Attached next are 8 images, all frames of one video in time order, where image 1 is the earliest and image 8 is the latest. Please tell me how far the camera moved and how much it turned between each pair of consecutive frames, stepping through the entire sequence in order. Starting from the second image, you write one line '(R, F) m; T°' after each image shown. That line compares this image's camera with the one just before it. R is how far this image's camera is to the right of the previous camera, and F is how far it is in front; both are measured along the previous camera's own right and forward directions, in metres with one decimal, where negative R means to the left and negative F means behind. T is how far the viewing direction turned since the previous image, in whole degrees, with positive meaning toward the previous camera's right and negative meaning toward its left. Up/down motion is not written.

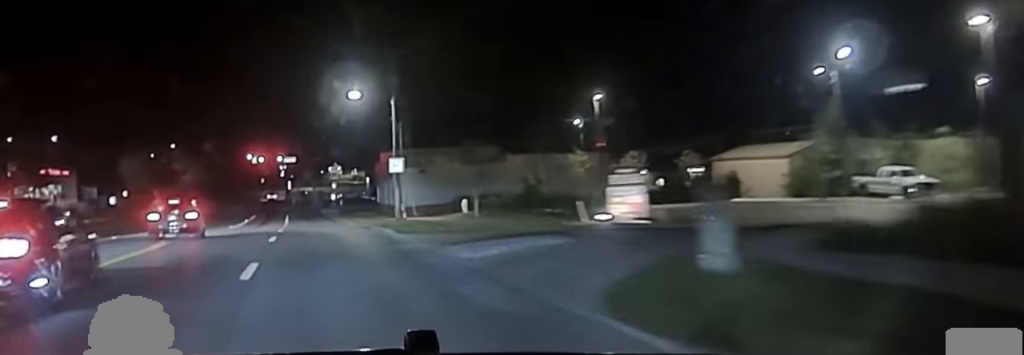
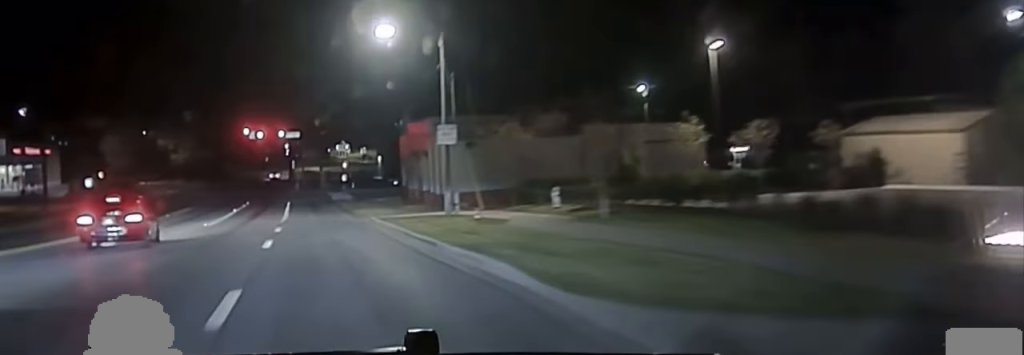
(0.0, +15.8) m; 0°
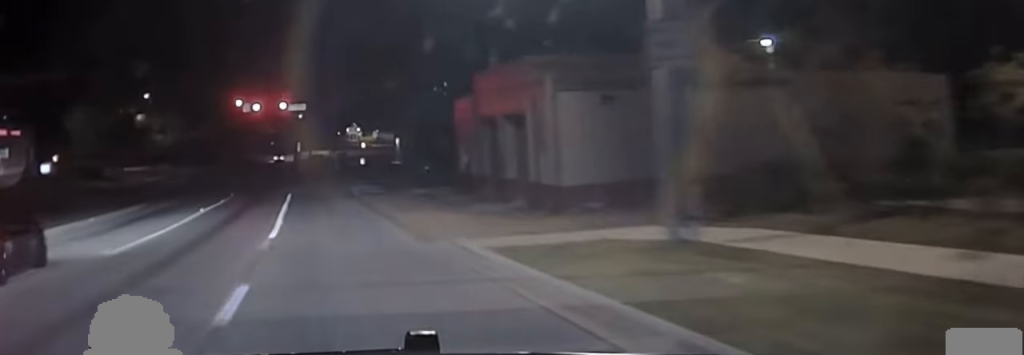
(0.0, +20.8) m; -1°
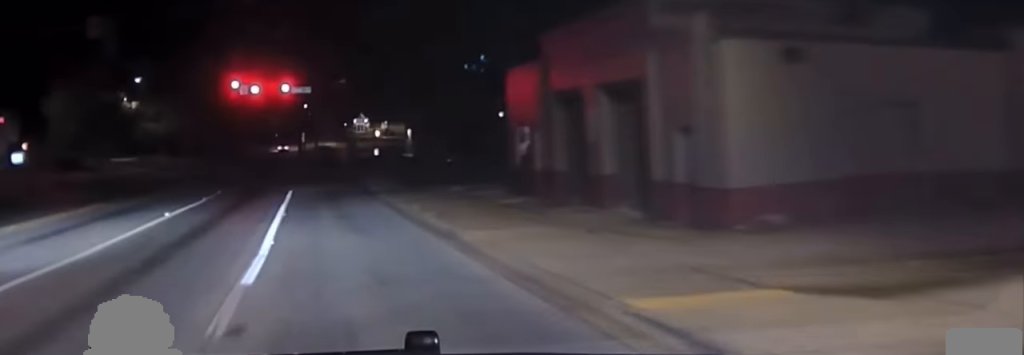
(+0.1, +10.2) m; -1°
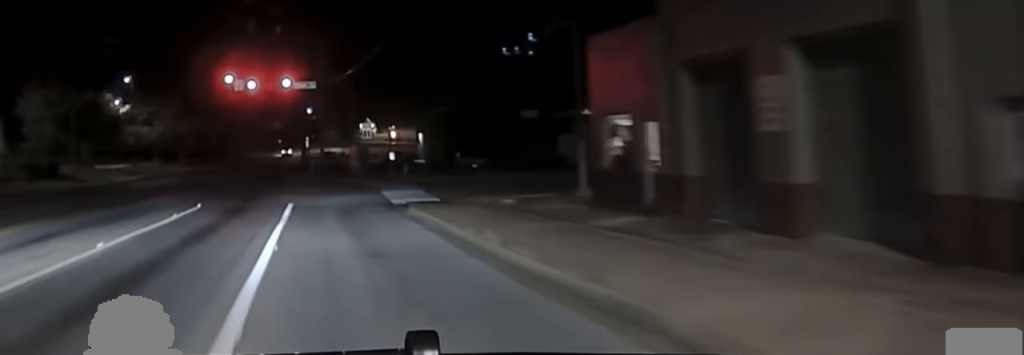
(-0.2, +8.9) m; -1°
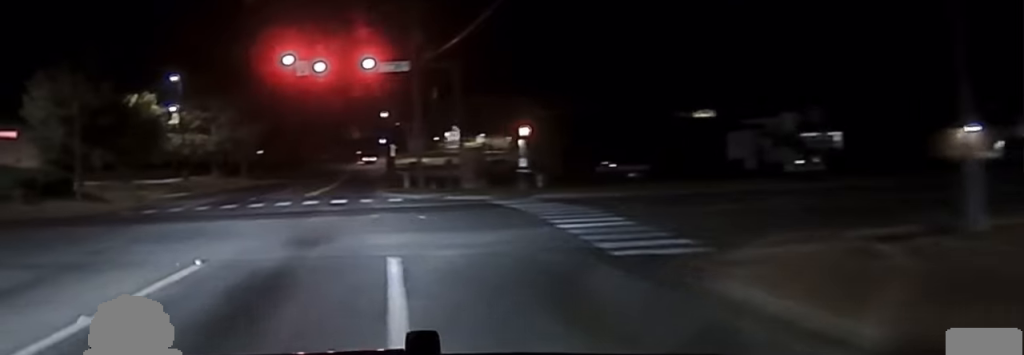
(-0.3, +18.6) m; -5°
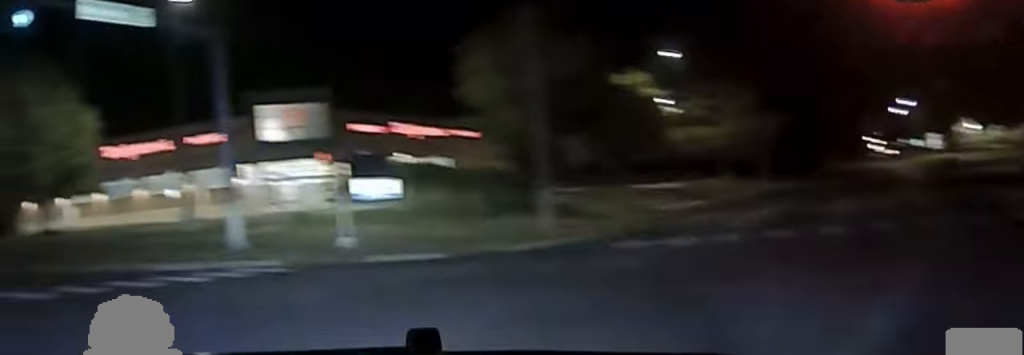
(-4.1, +19.4) m; -35°
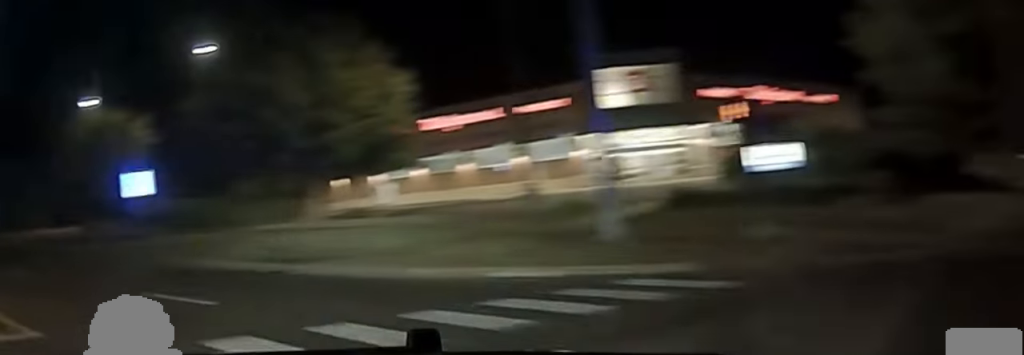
(-1.8, +7.2) m; -13°
